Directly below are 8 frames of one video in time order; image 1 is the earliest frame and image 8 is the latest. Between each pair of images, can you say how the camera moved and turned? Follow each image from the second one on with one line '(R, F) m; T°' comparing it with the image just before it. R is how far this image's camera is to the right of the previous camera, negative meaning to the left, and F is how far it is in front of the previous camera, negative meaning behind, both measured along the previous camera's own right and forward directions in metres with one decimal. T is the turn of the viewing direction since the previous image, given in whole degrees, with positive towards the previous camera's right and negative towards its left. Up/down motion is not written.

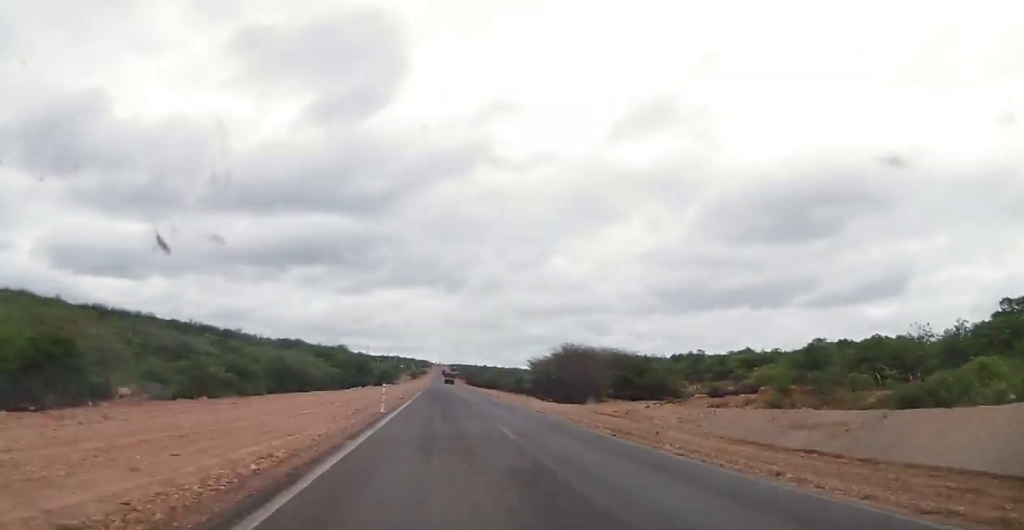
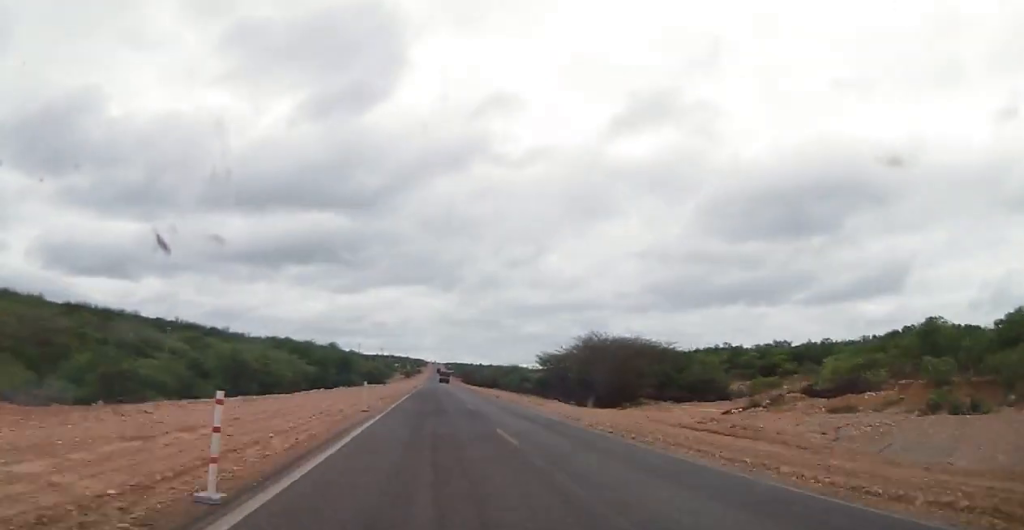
(+0.1, +17.9) m; 0°
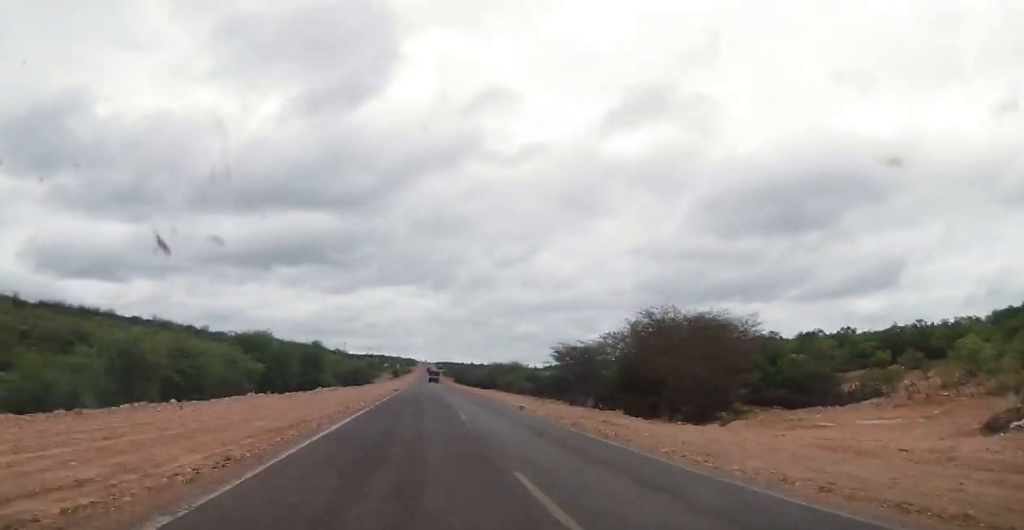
(0.0, +24.3) m; 0°
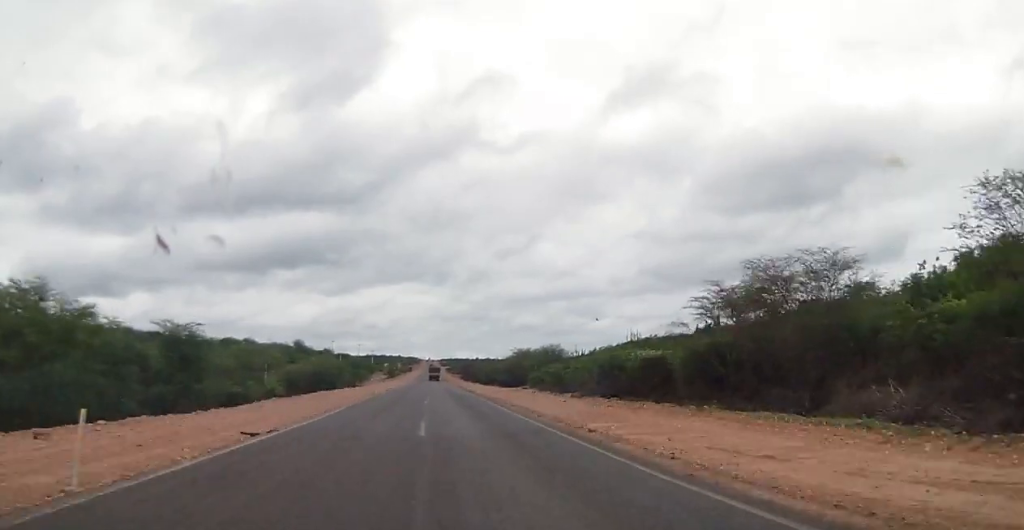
(-0.1, +54.4) m; 0°
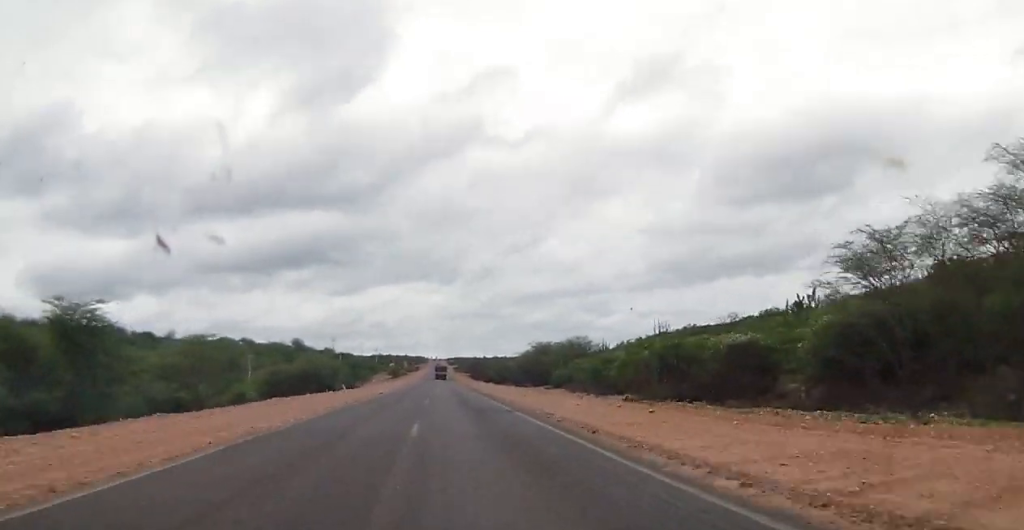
(0.0, +17.2) m; 0°
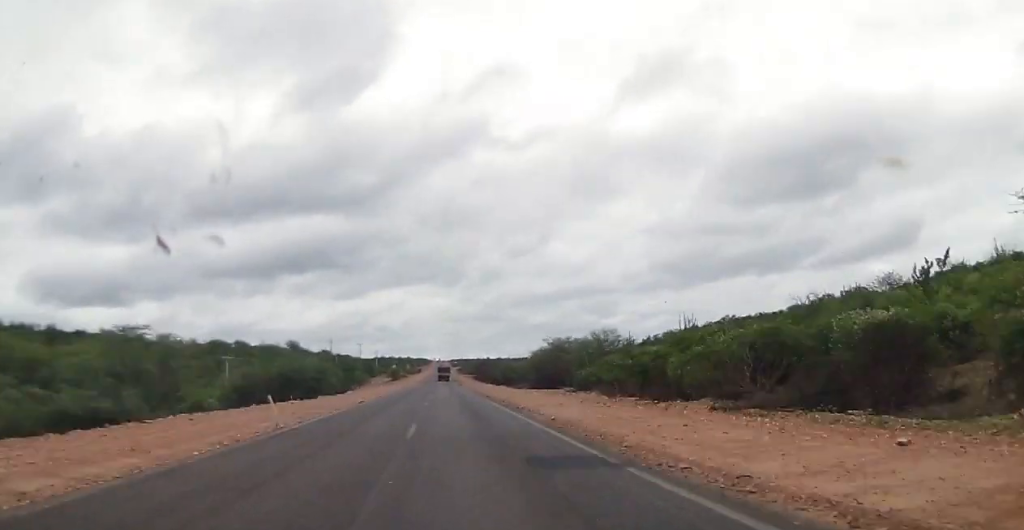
(0.0, +15.1) m; 0°
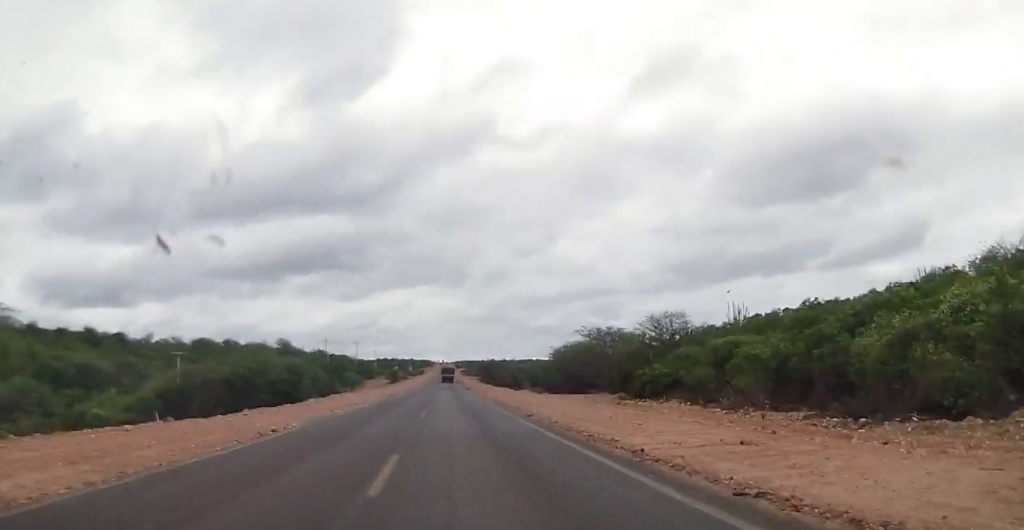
(0.0, +22.7) m; -1°
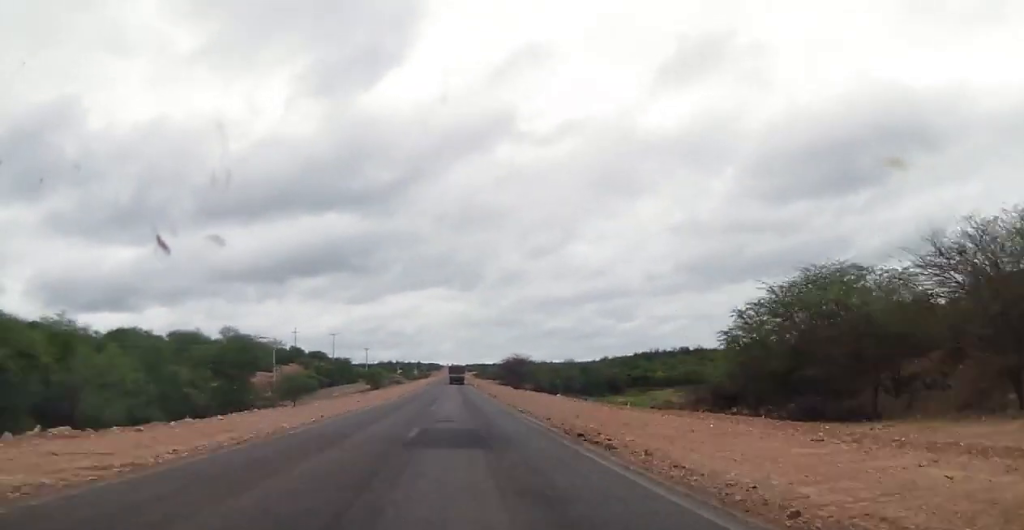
(-0.5, +73.1) m; 0°
